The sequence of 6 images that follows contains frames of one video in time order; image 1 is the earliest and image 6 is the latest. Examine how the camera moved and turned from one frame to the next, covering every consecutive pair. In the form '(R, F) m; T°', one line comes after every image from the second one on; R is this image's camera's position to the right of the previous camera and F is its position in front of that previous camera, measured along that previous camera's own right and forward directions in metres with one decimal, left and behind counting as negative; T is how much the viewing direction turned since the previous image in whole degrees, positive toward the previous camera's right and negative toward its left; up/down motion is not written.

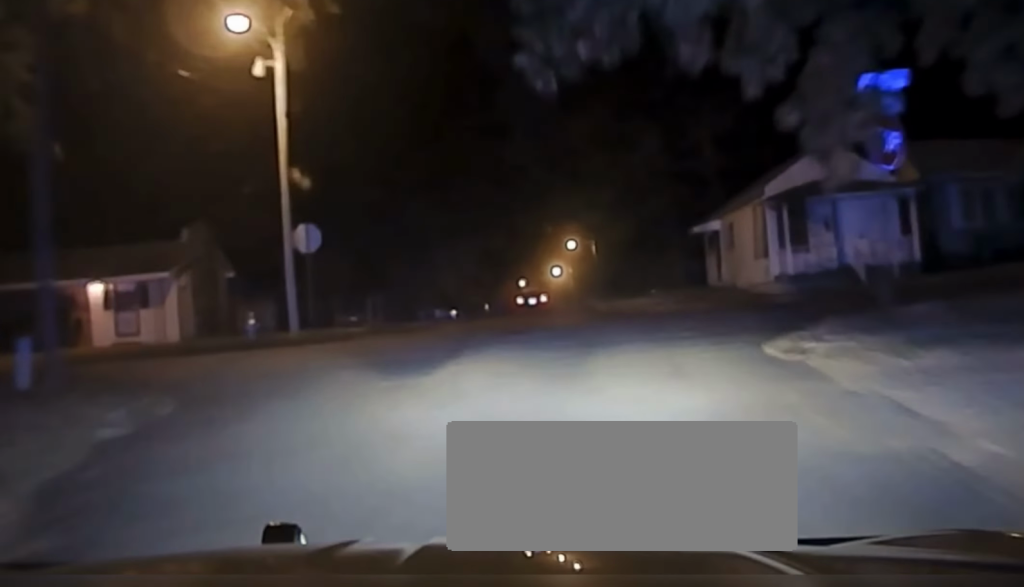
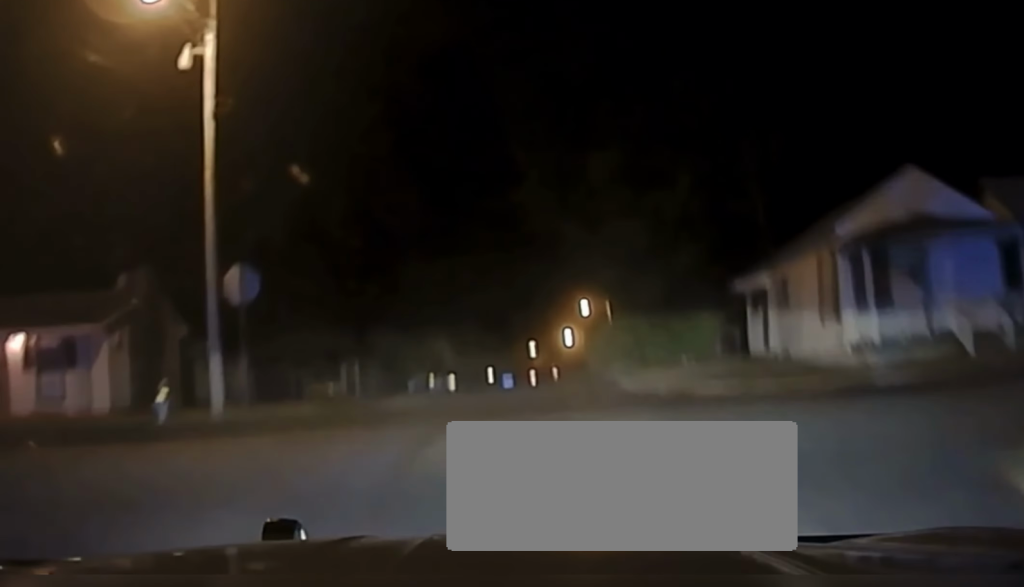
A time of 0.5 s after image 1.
(+0.2, +7.9) m; -1°
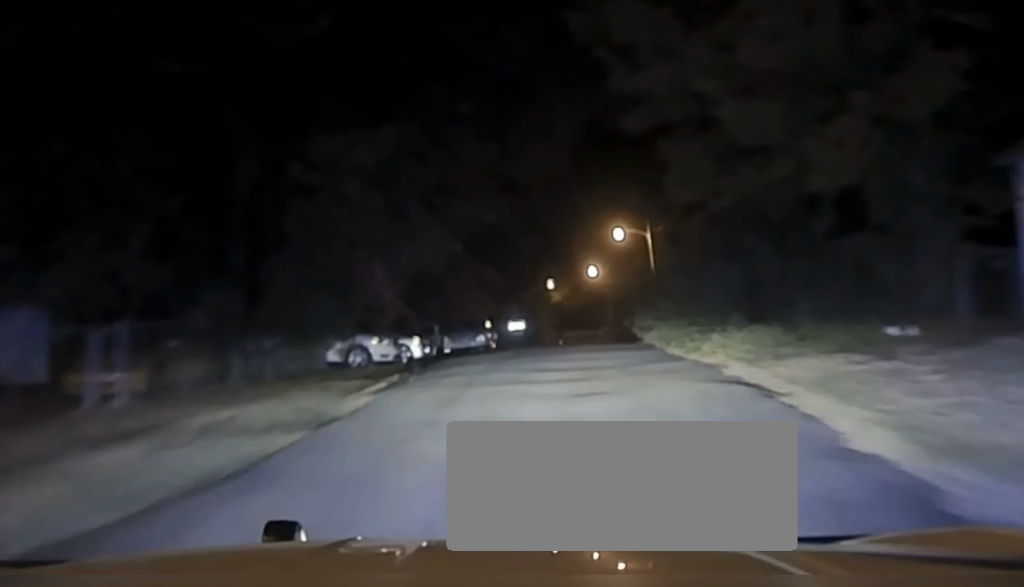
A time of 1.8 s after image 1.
(-0.4, +20.3) m; 0°
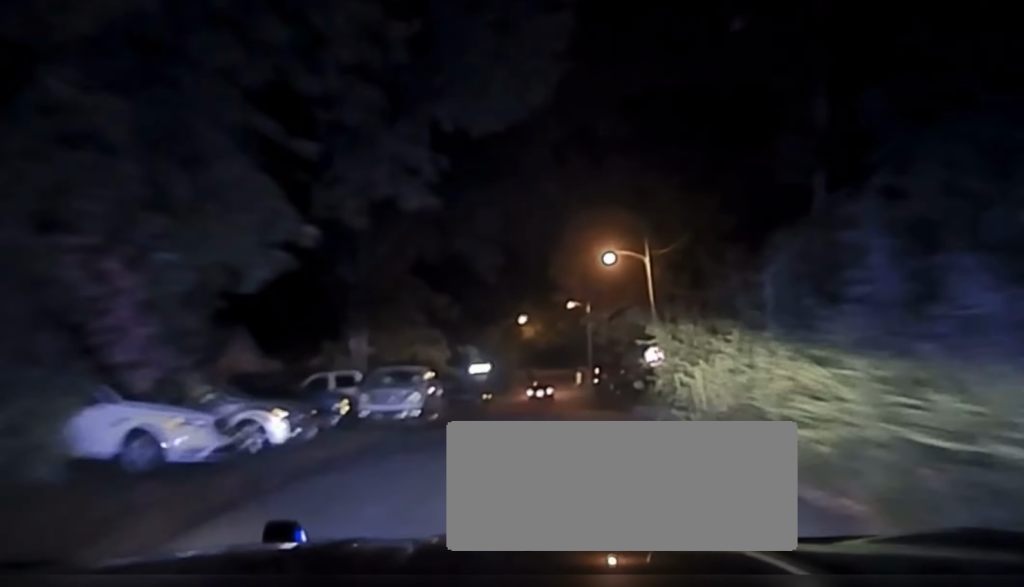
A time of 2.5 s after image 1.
(+0.4, +14.1) m; 0°
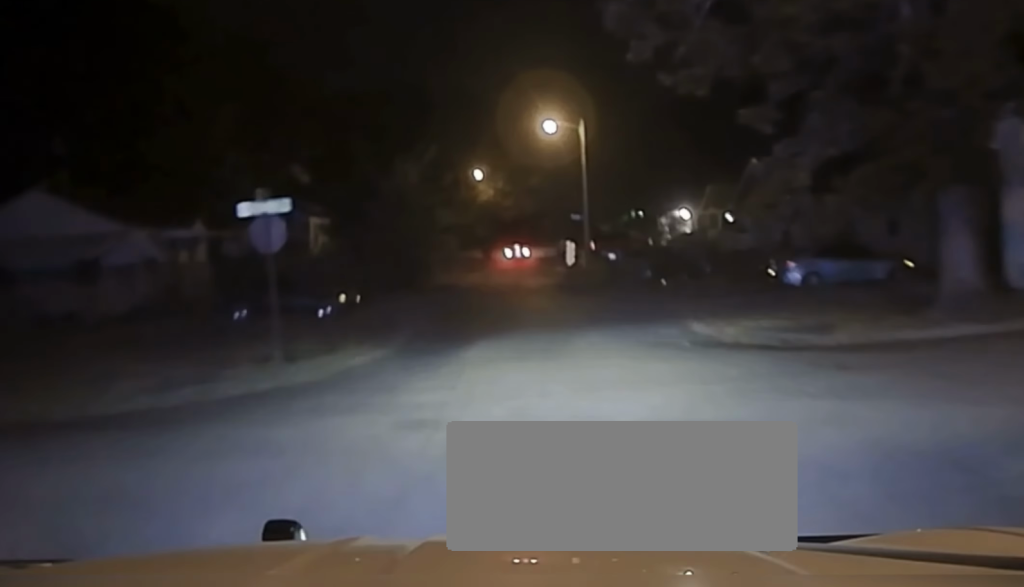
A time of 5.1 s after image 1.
(+1.4, +50.9) m; +3°
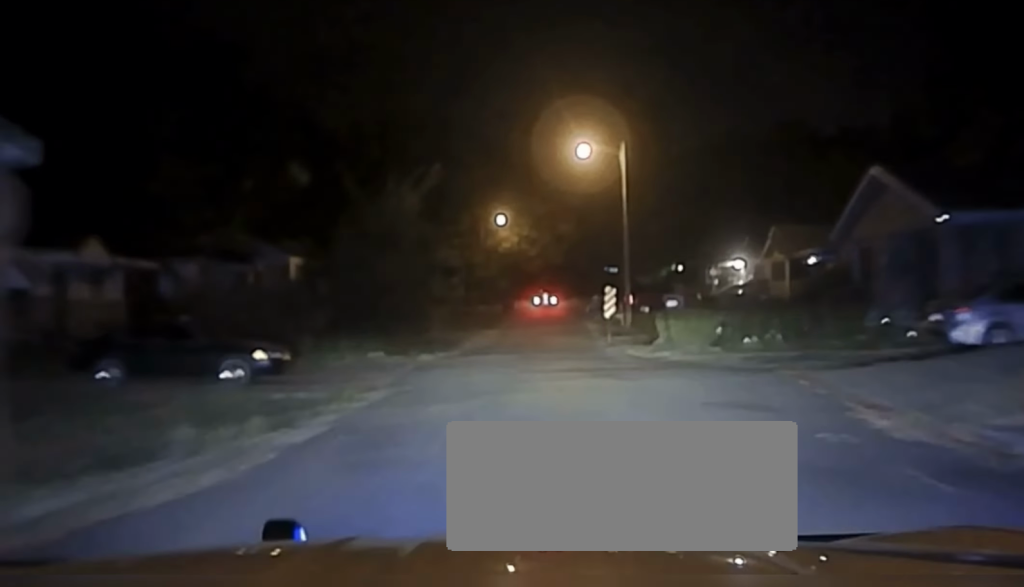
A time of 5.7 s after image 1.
(-0.2, +12.4) m; -1°
